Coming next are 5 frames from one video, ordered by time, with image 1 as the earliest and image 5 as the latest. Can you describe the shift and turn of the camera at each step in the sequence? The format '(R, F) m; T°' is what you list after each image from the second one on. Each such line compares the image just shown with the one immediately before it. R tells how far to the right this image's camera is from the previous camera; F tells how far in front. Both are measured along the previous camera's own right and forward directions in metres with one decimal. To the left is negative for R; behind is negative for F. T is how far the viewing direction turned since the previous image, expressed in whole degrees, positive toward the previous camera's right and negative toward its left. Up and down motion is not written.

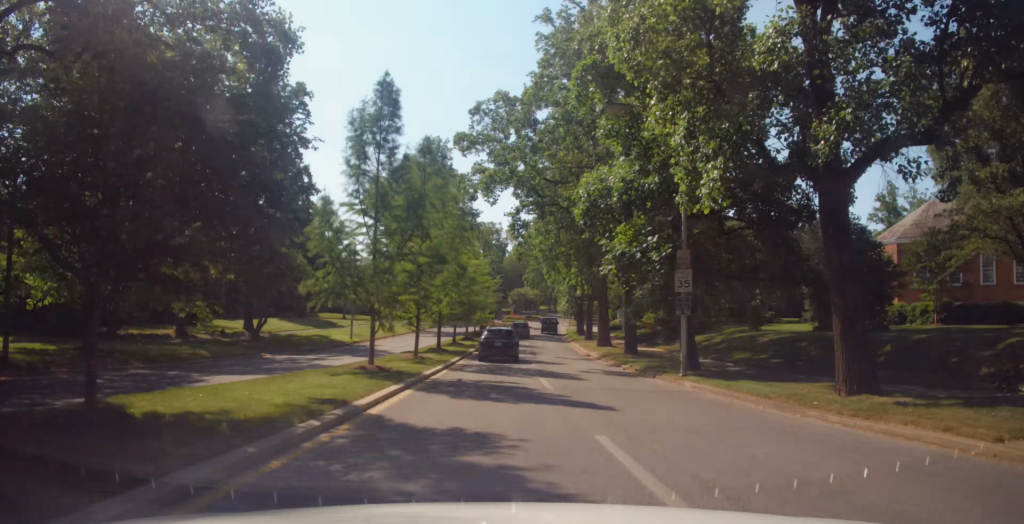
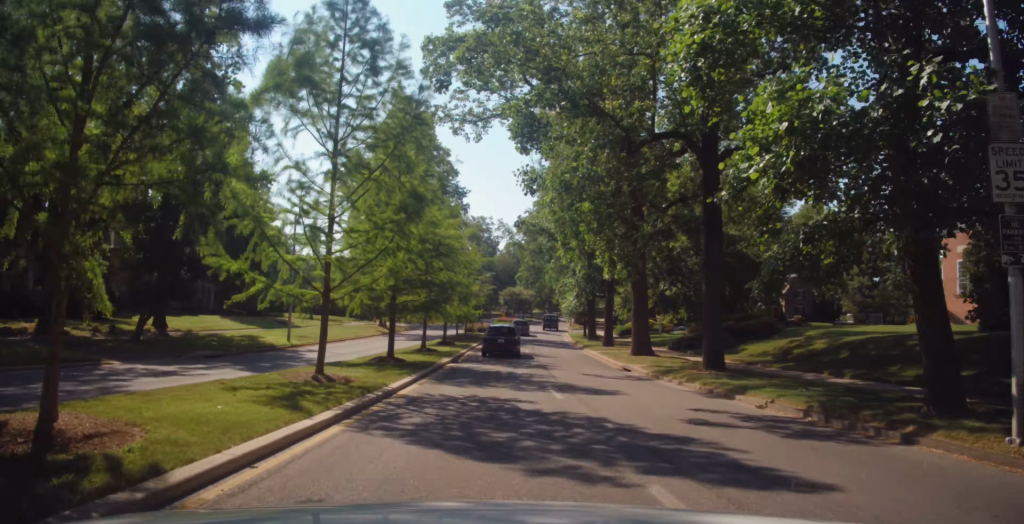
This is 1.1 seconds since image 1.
(0.0, +14.9) m; 0°
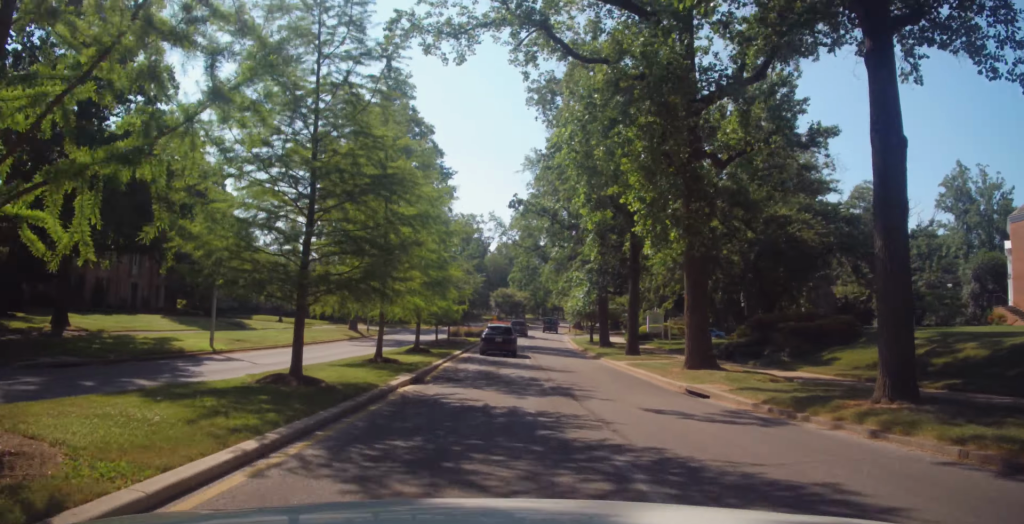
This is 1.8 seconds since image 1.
(0.0, +10.8) m; +1°
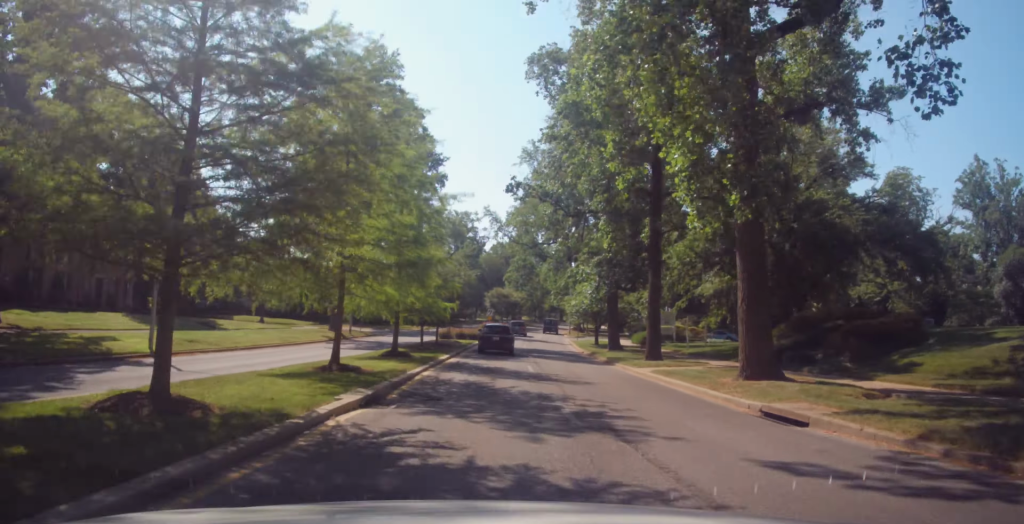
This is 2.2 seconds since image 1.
(-0.1, +5.6) m; +1°
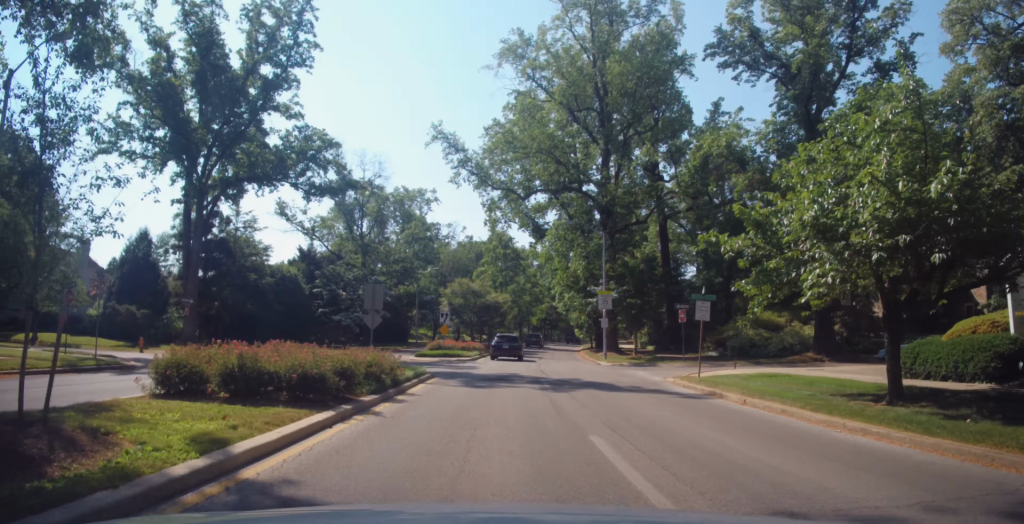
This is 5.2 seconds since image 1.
(+1.9, +41.3) m; +3°
